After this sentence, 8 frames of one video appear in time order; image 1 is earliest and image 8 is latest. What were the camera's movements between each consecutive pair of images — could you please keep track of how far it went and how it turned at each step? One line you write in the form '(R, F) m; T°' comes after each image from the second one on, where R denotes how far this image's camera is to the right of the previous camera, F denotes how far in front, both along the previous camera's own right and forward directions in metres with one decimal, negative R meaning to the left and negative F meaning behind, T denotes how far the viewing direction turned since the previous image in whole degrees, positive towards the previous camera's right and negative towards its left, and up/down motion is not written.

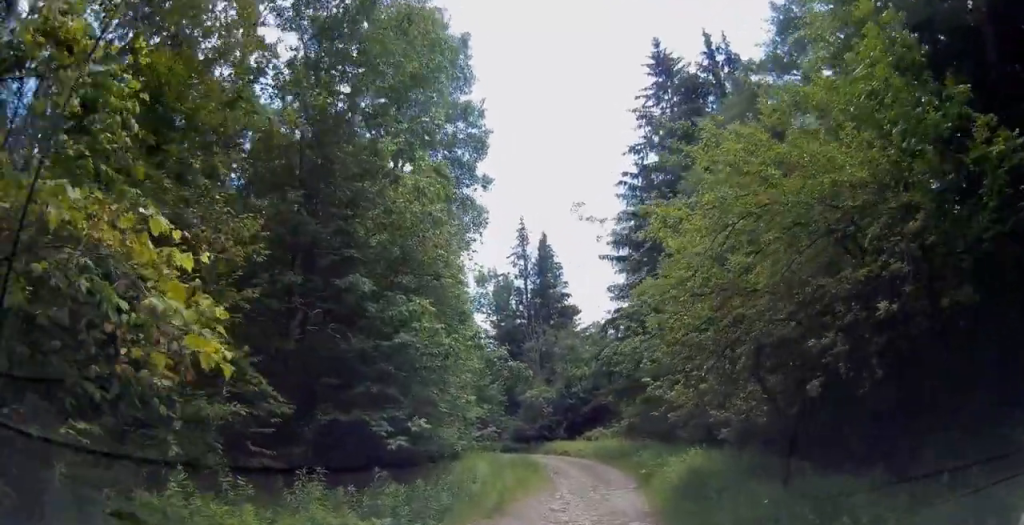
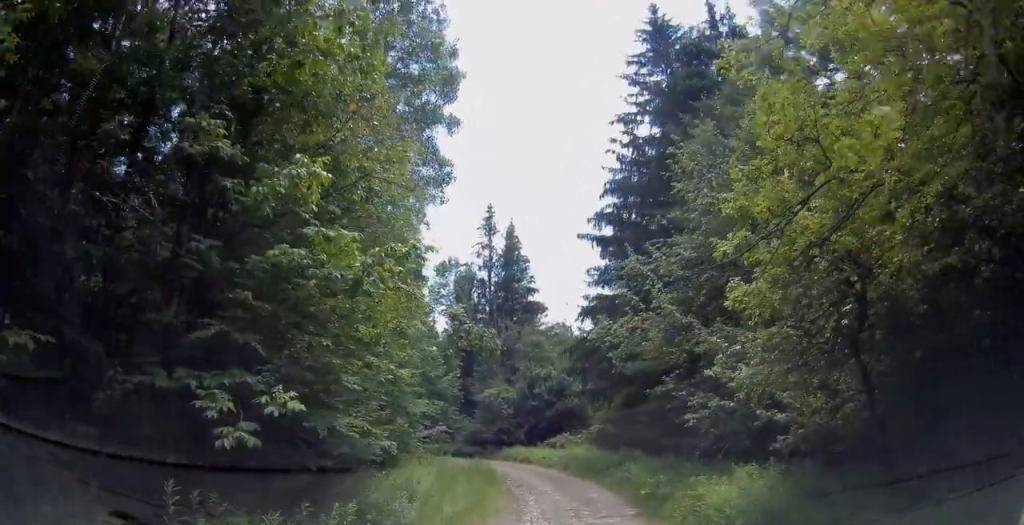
(0.0, +4.0) m; +3°
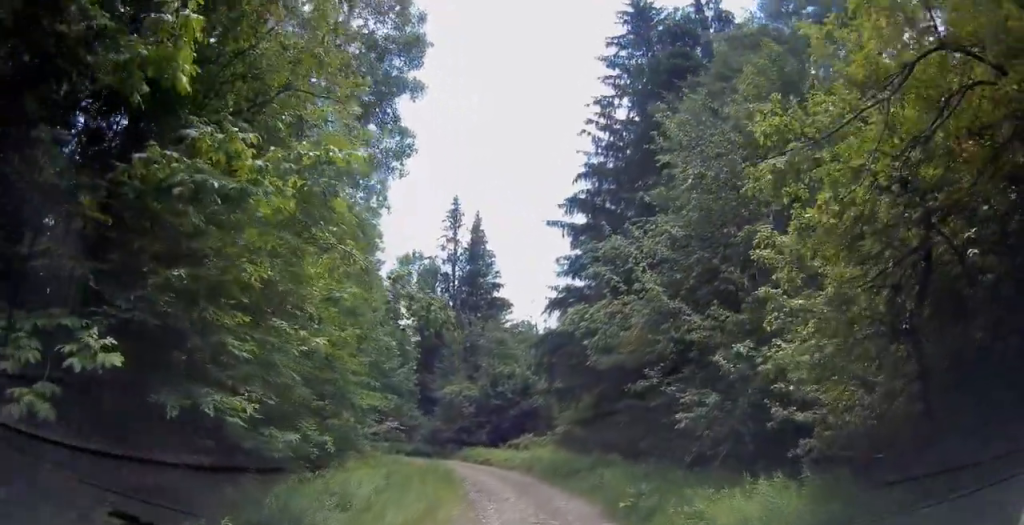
(+0.1, +1.9) m; +1°
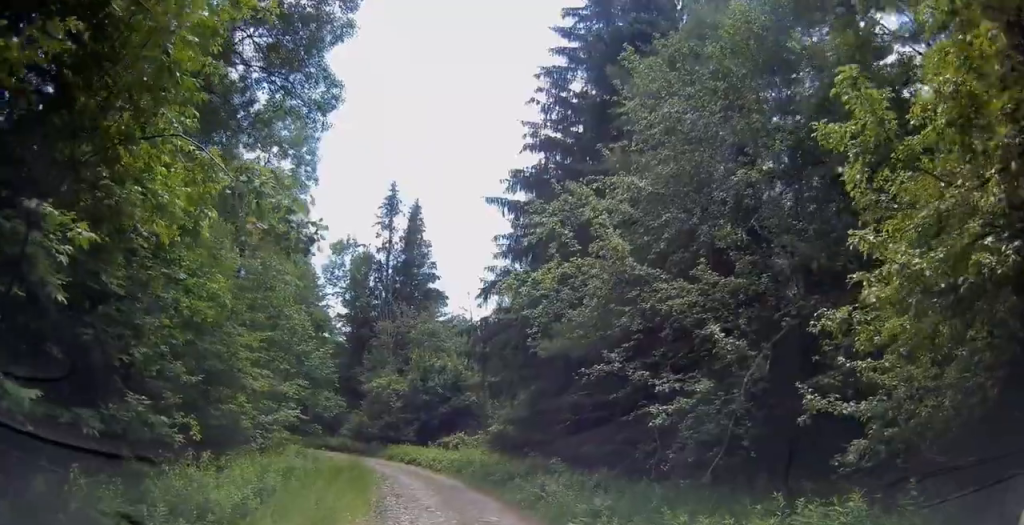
(0.0, +3.0) m; 0°
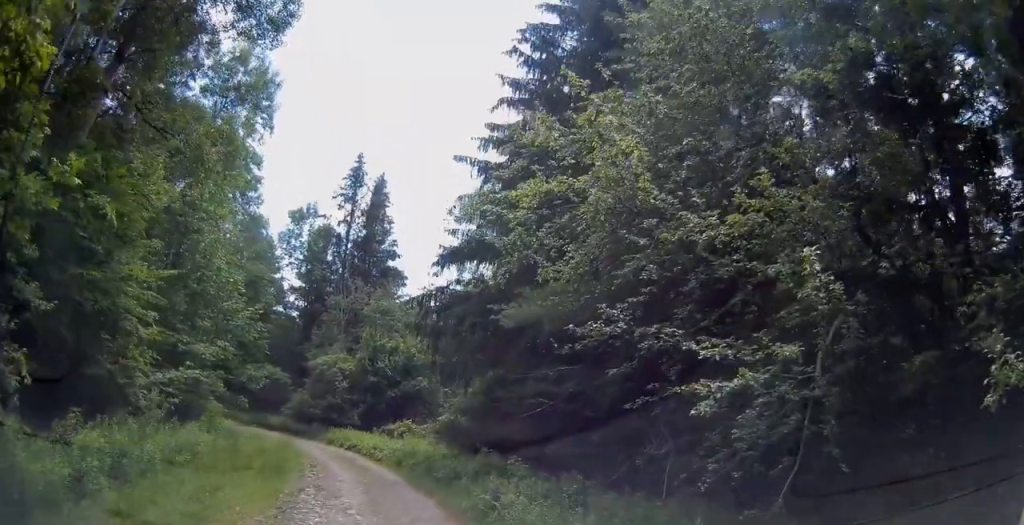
(0.0, +3.4) m; 0°
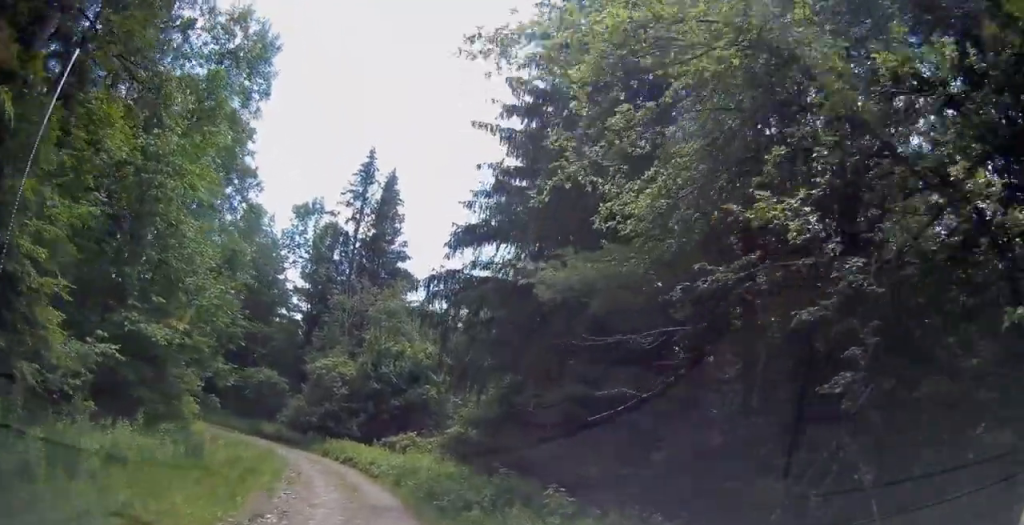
(0.0, +3.9) m; 0°
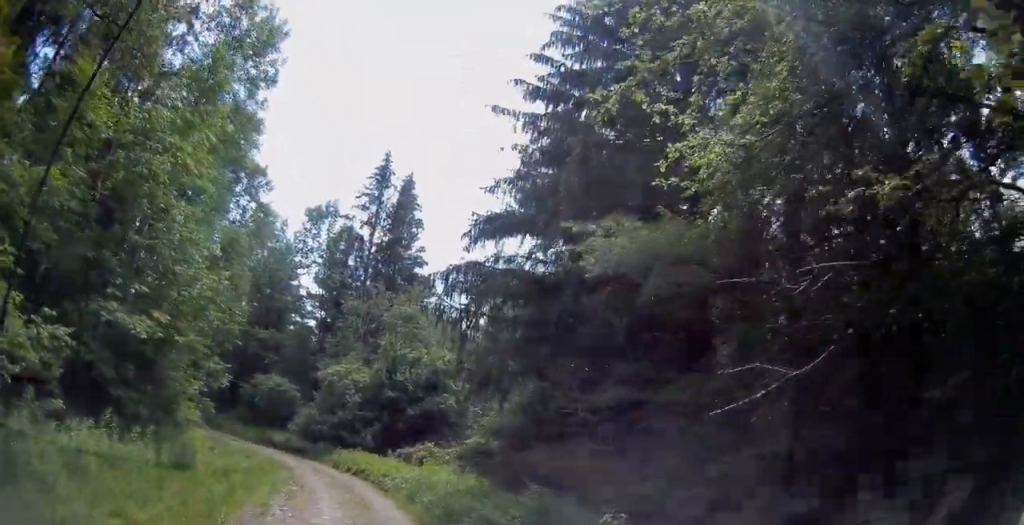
(0.0, +2.0) m; 0°
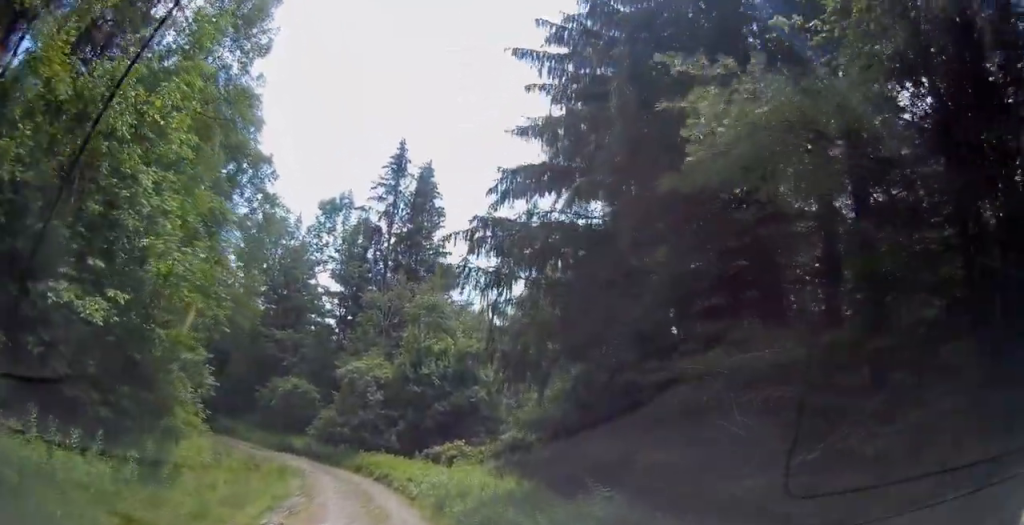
(0.0, +3.0) m; 0°
